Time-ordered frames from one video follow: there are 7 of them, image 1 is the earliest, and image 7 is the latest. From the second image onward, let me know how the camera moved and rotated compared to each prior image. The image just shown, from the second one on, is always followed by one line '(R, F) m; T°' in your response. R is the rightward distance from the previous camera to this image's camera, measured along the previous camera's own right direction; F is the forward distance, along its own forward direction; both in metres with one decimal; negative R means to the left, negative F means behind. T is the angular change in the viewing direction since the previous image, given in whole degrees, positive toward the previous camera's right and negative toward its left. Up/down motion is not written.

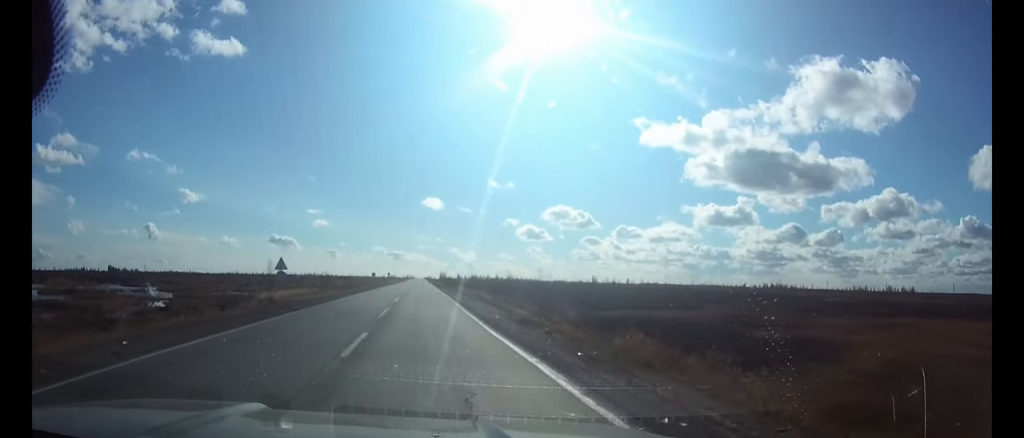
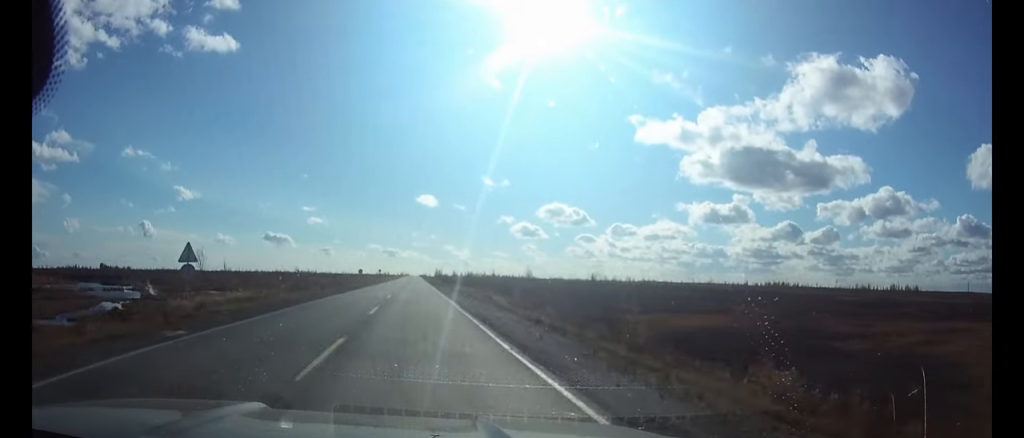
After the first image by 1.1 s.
(+0.1, +14.4) m; 0°
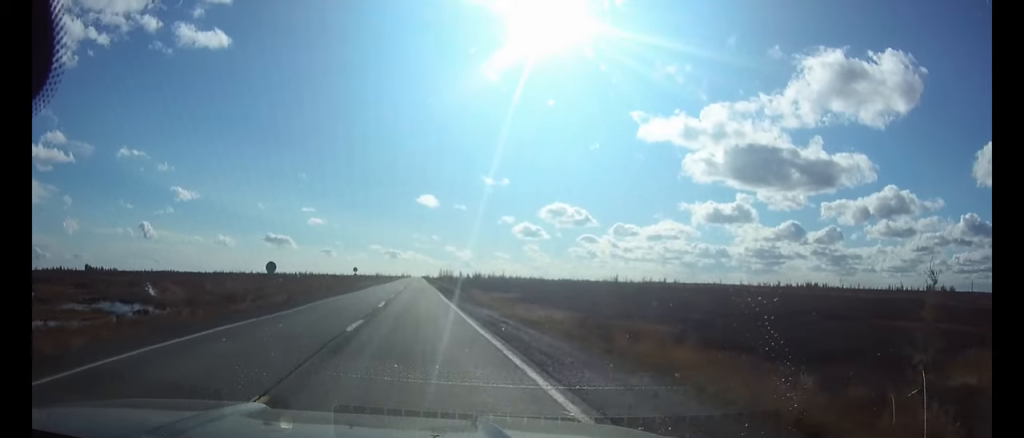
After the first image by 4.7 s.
(0.0, +55.2) m; 0°
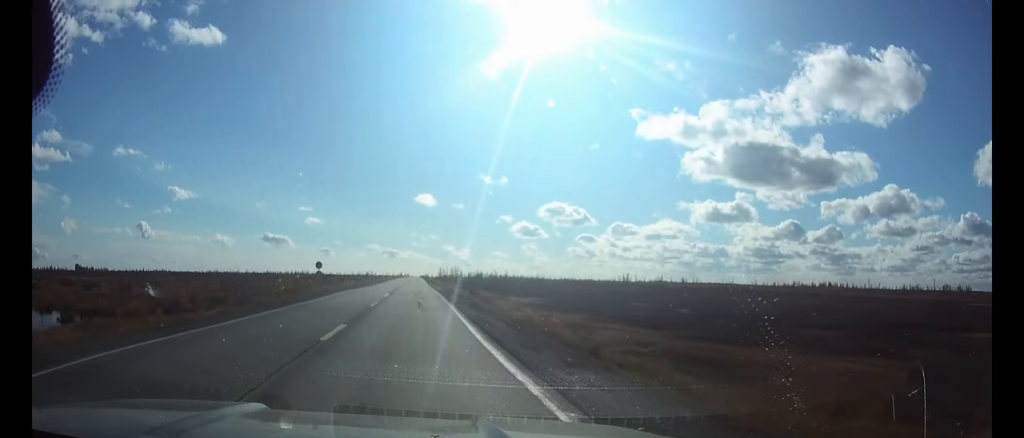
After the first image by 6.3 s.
(0.0, +27.1) m; 0°
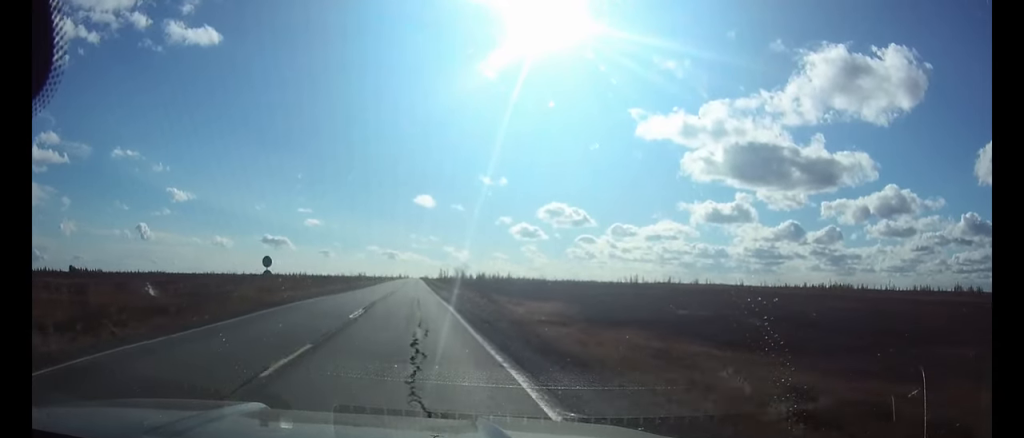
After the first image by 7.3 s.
(0.0, +17.9) m; 0°
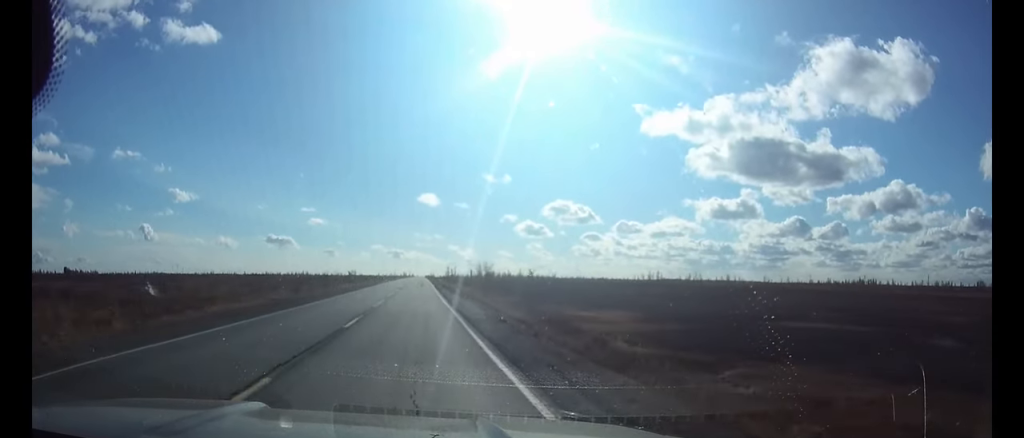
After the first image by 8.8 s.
(-0.1, +26.6) m; 0°
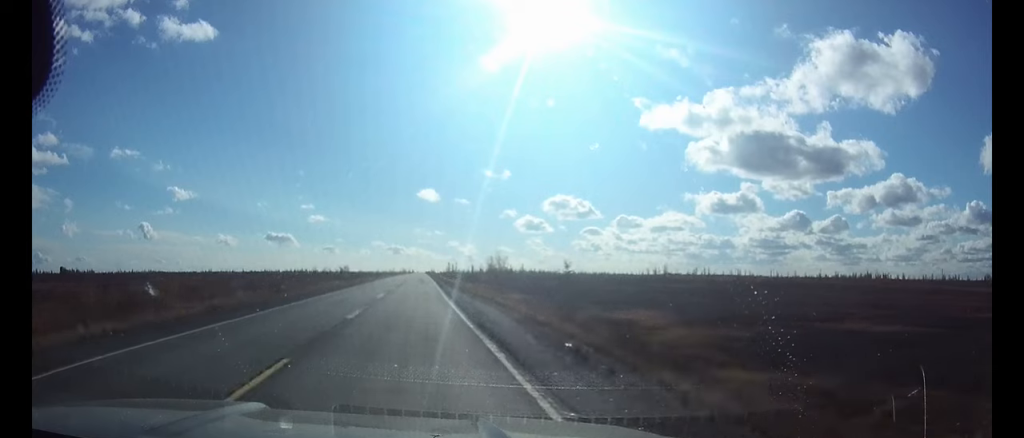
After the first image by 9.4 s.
(0.0, +11.1) m; 0°
